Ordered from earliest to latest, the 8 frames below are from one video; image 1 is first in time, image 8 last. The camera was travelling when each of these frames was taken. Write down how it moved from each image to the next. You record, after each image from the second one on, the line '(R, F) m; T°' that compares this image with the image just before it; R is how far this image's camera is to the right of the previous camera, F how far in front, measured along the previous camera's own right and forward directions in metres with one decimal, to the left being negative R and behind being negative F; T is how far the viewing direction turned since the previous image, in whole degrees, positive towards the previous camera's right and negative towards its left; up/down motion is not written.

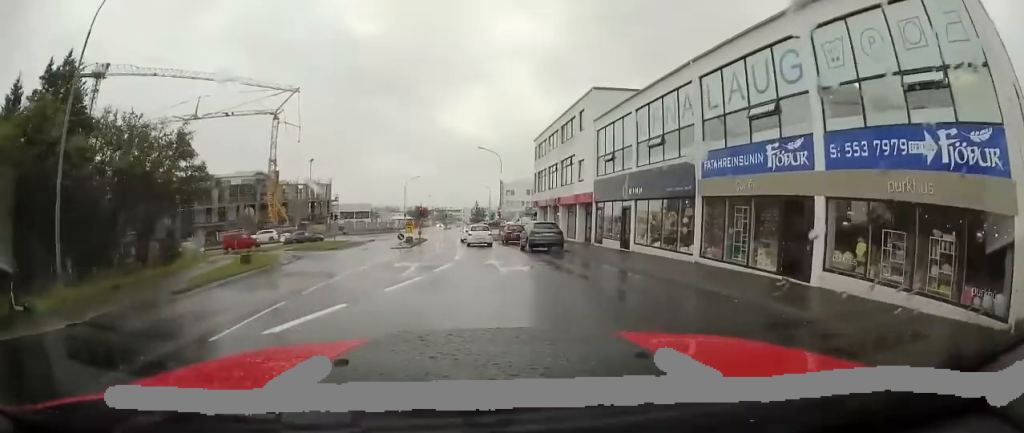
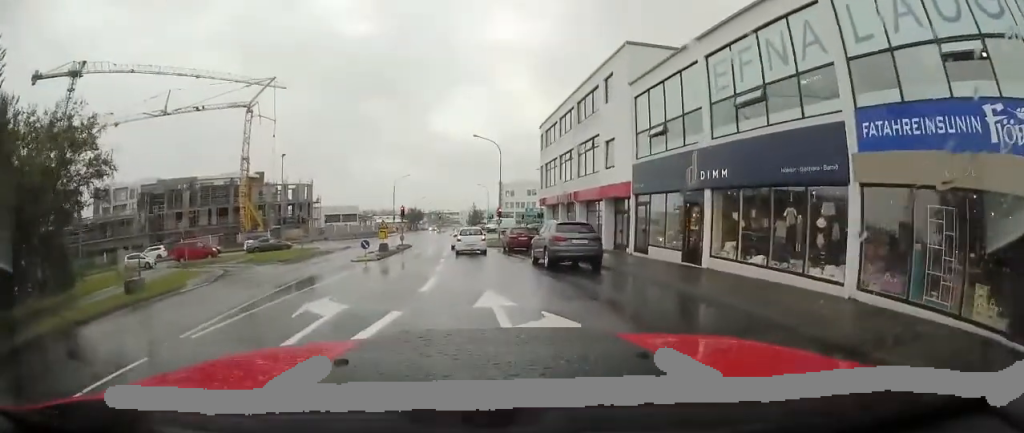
(-0.3, +7.1) m; -4°
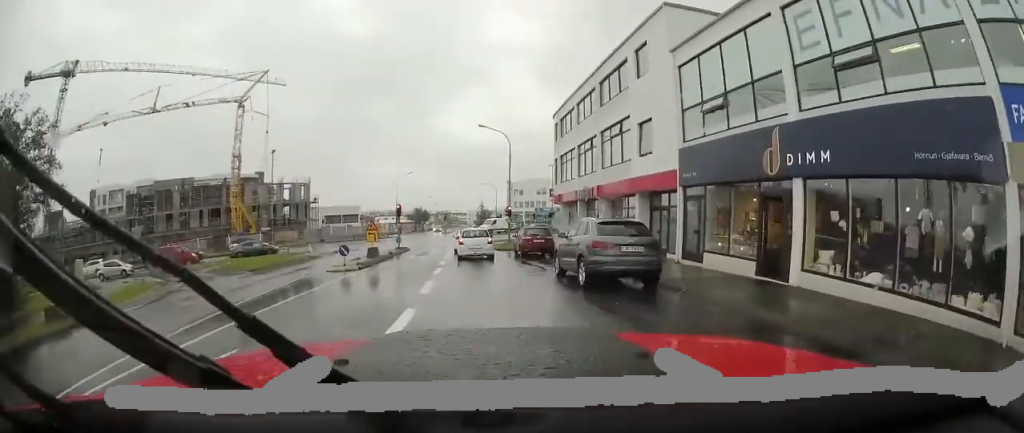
(-0.1, +3.8) m; 0°
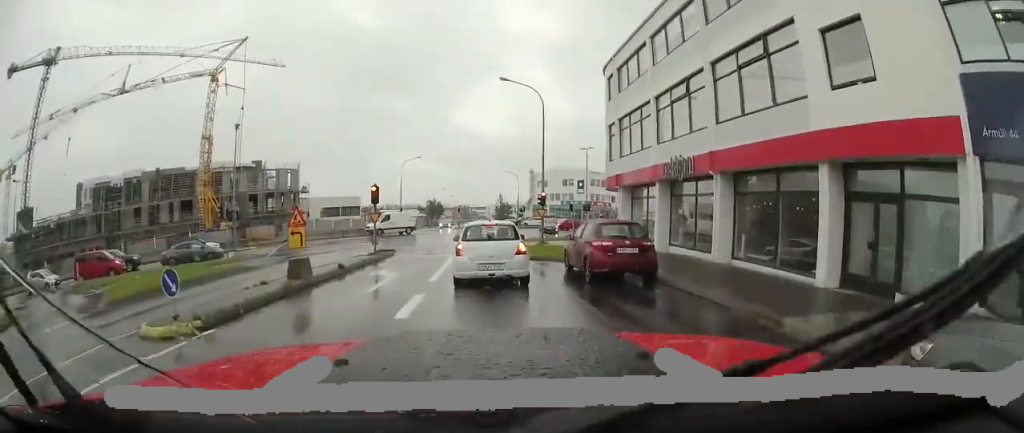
(+0.3, +10.3) m; +6°
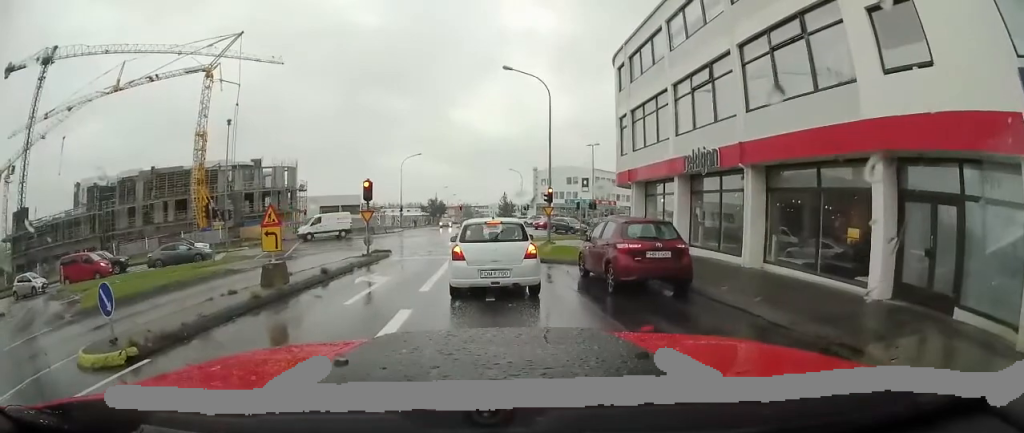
(+0.2, +1.5) m; 0°
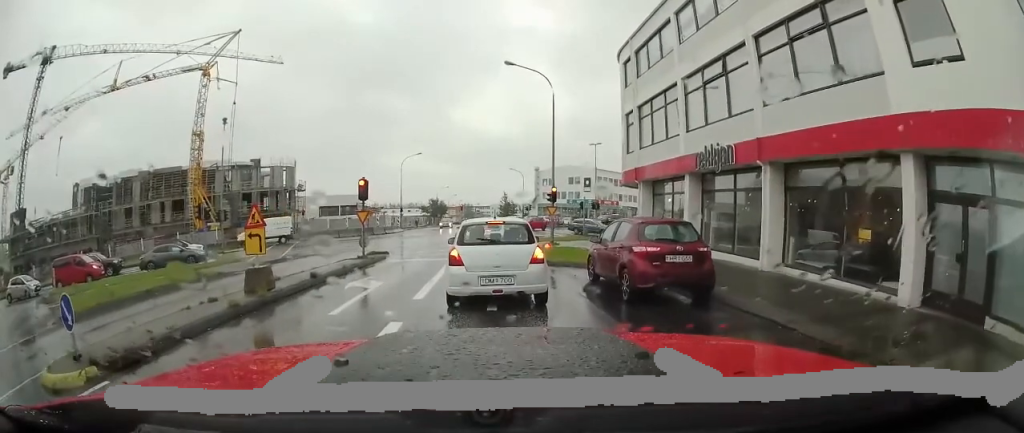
(+0.1, +0.7) m; 0°
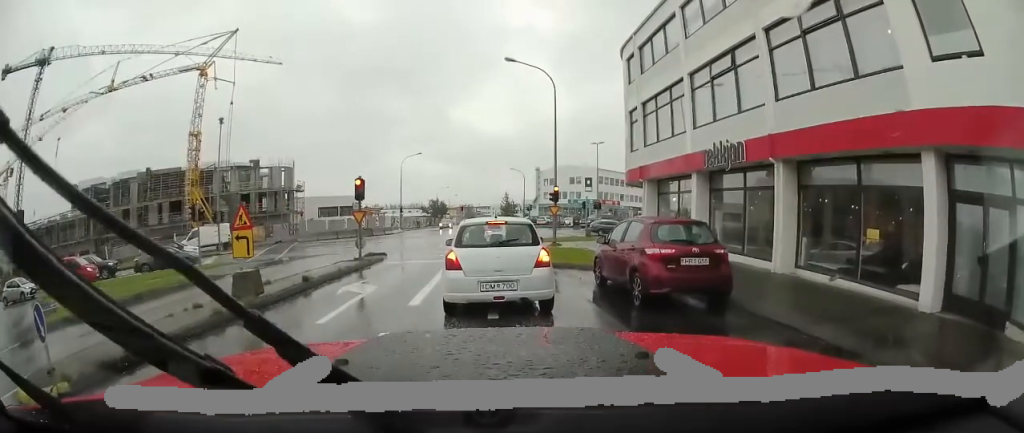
(-0.1, +0.2) m; 0°
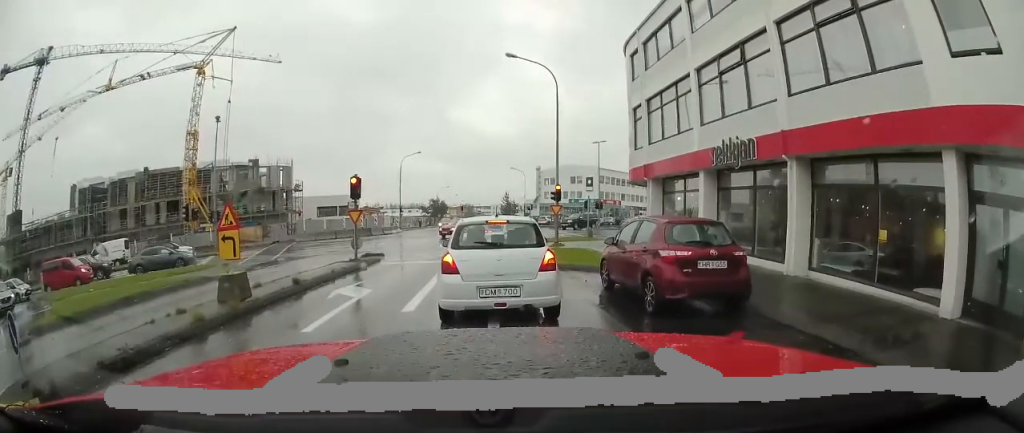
(-0.1, +0.2) m; 0°
